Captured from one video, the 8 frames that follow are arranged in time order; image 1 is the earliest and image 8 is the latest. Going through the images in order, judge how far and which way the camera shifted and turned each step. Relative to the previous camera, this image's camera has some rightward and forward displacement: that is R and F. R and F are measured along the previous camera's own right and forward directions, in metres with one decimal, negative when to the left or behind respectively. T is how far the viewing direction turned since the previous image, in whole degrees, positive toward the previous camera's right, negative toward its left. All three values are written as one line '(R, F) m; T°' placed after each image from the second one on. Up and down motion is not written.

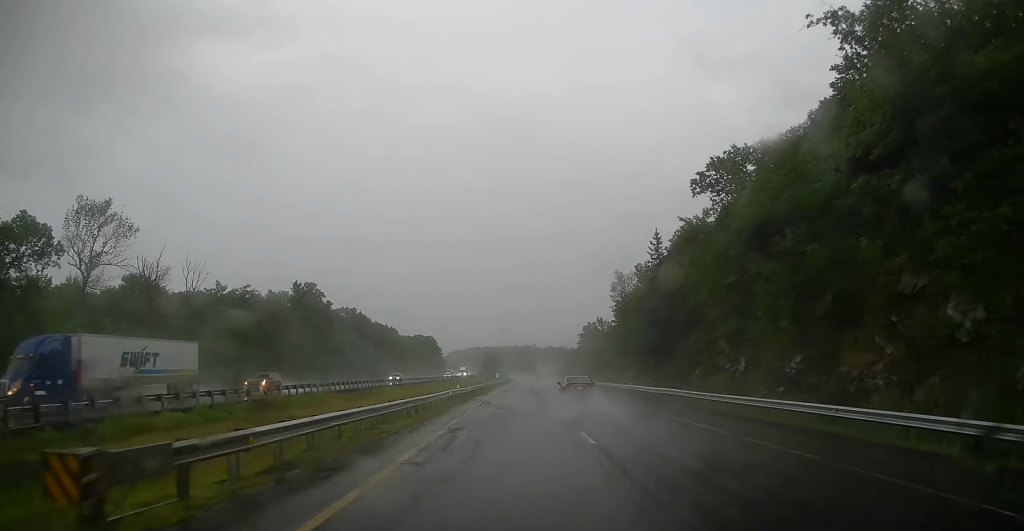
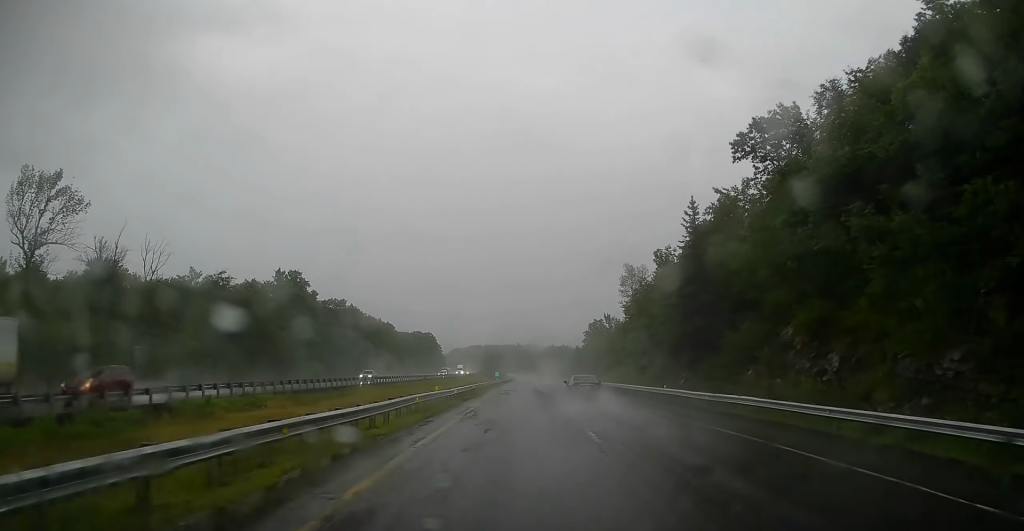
(+0.1, +12.5) m; 0°
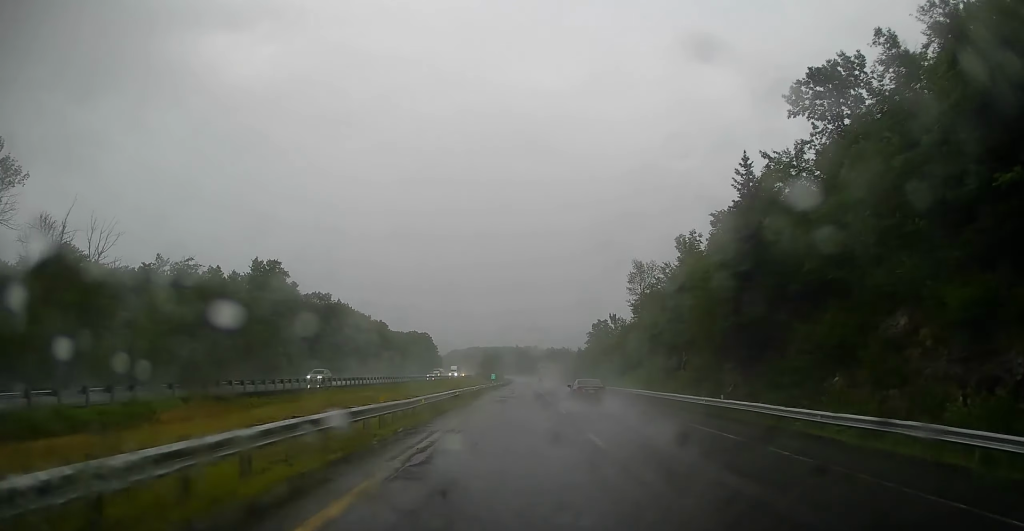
(-0.1, +12.5) m; 0°
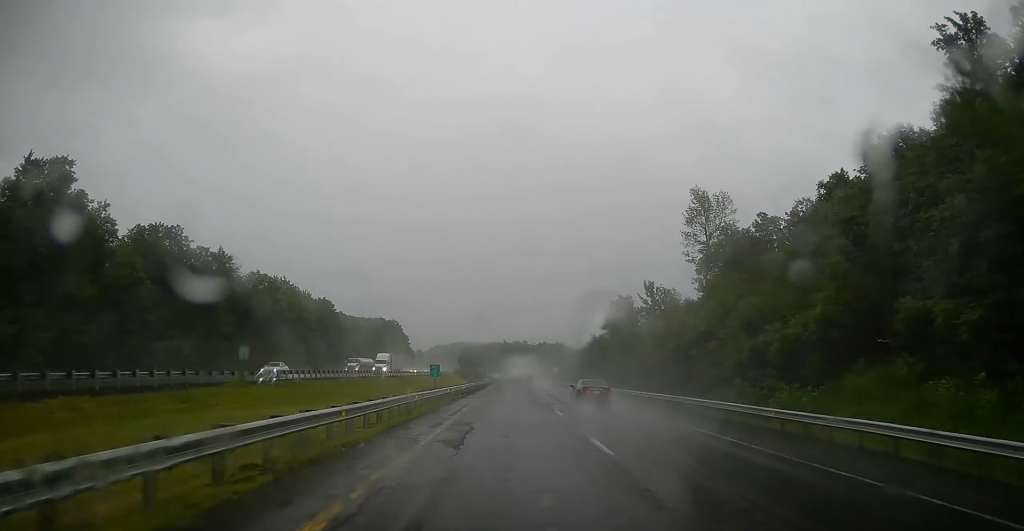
(+0.9, +63.4) m; +1°
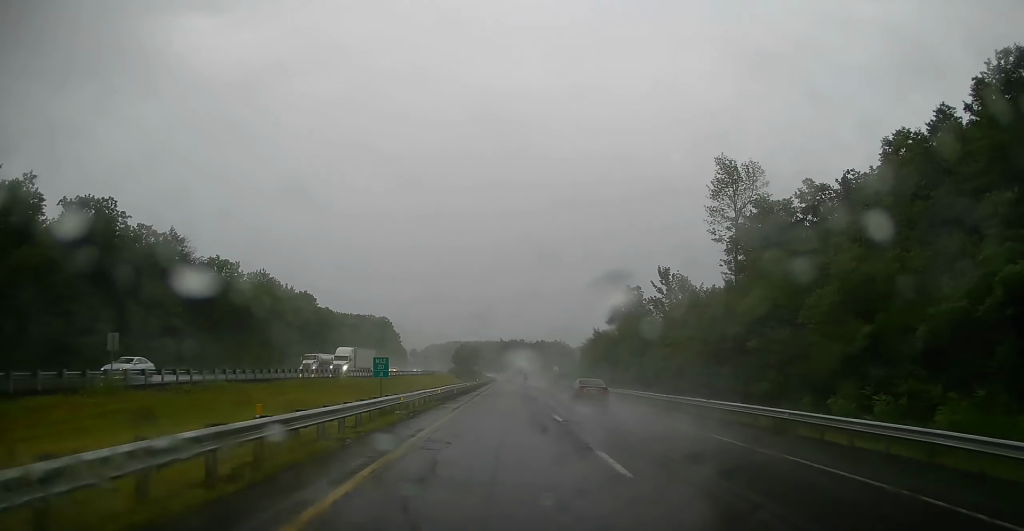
(-0.1, +15.1) m; 0°
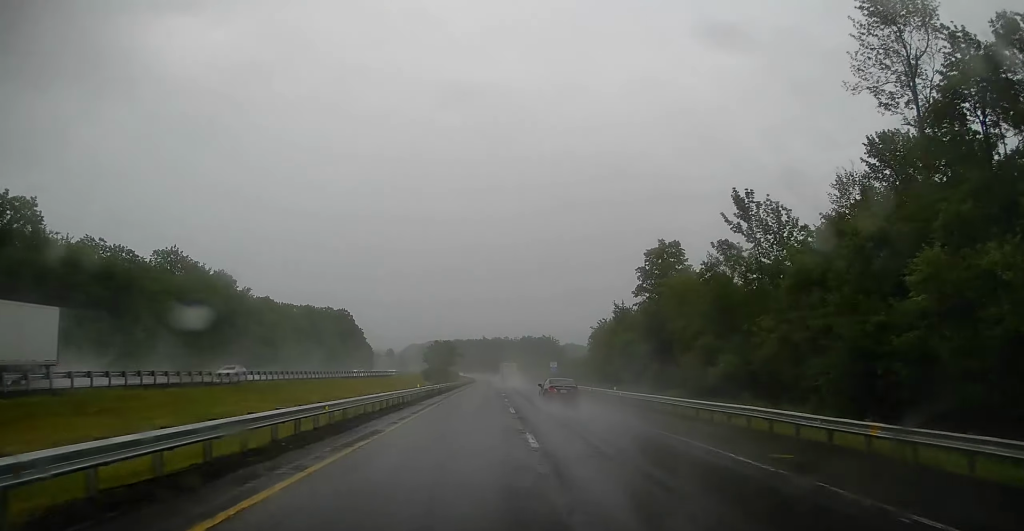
(+0.6, +45.1) m; +1°
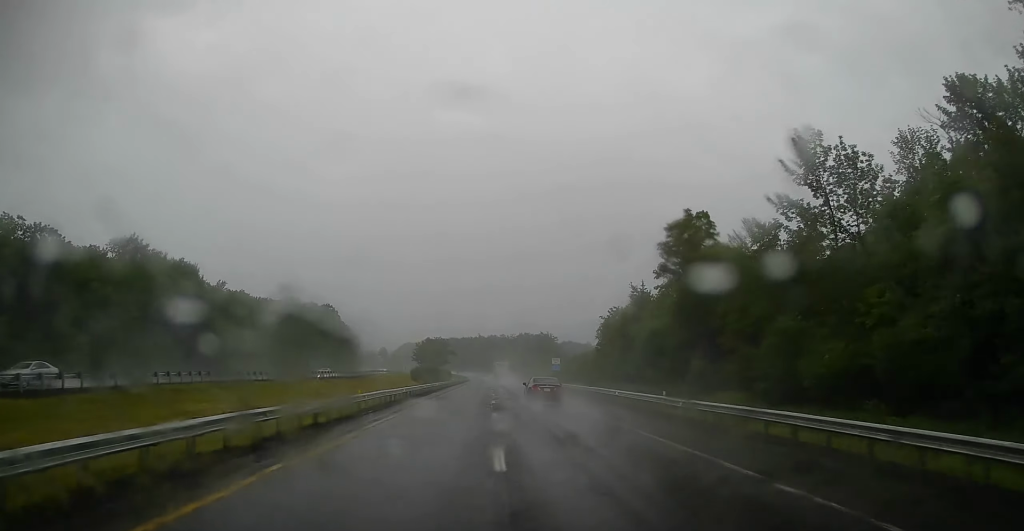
(+0.1, +16.5) m; 0°
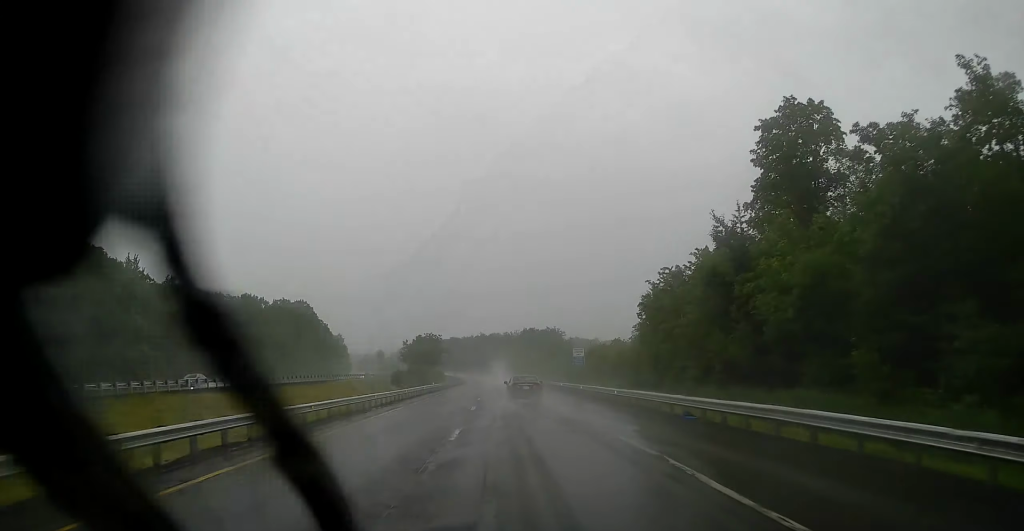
(0.0, +31.9) m; 0°
